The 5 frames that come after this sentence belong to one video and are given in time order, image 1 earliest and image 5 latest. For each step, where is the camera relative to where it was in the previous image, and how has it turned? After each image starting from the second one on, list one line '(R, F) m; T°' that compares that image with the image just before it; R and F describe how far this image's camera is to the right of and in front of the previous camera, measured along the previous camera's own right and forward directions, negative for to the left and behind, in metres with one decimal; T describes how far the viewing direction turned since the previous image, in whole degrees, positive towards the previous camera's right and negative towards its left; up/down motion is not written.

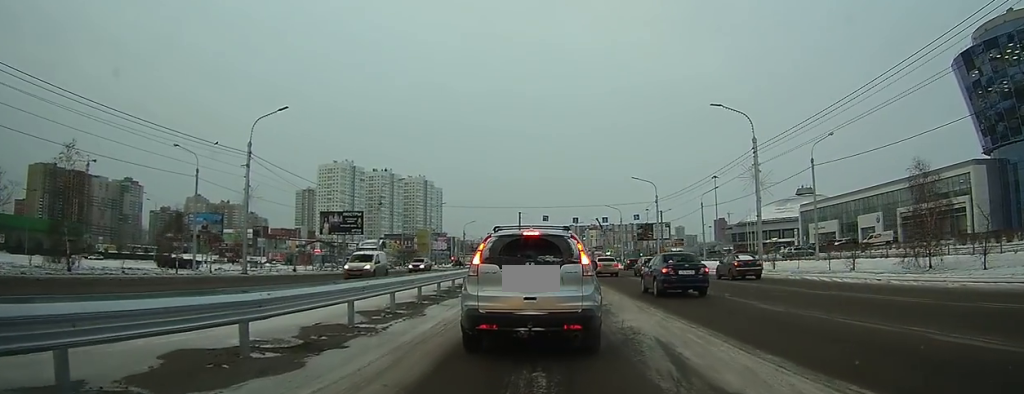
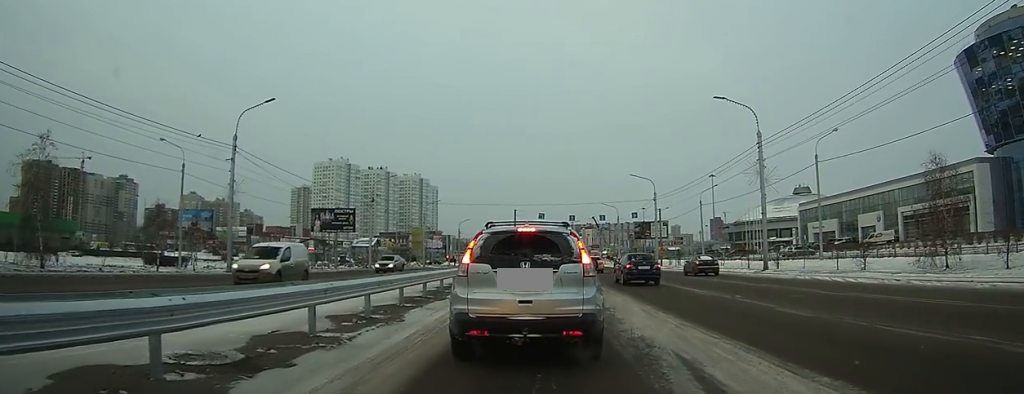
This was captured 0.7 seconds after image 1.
(0.0, +1.2) m; +1°
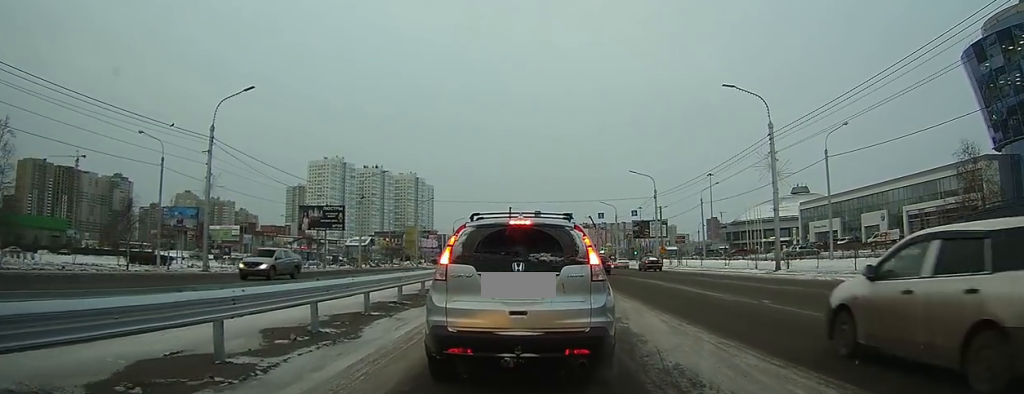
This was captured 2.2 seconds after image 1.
(0.0, +2.3) m; 0°
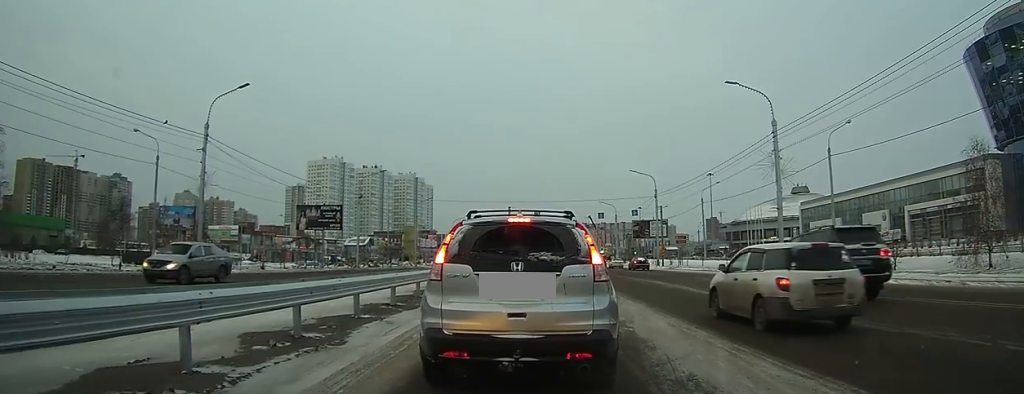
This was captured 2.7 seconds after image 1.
(0.0, +0.6) m; 0°
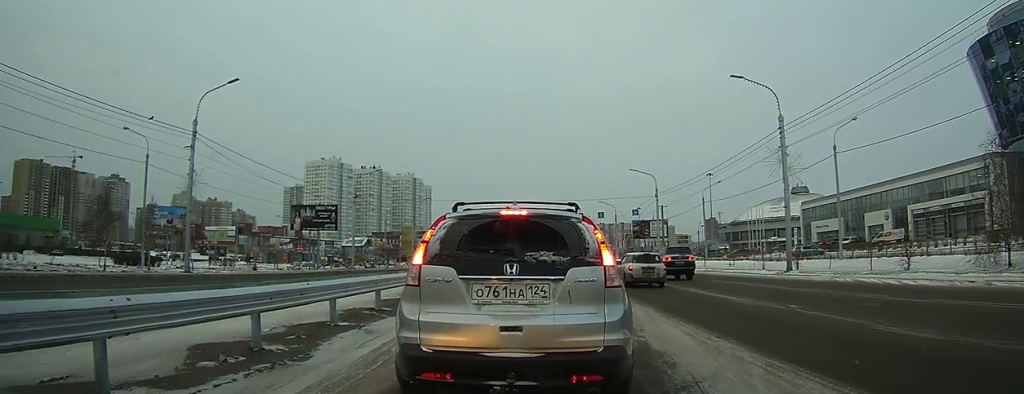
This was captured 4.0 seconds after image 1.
(-0.2, +1.3) m; 0°
